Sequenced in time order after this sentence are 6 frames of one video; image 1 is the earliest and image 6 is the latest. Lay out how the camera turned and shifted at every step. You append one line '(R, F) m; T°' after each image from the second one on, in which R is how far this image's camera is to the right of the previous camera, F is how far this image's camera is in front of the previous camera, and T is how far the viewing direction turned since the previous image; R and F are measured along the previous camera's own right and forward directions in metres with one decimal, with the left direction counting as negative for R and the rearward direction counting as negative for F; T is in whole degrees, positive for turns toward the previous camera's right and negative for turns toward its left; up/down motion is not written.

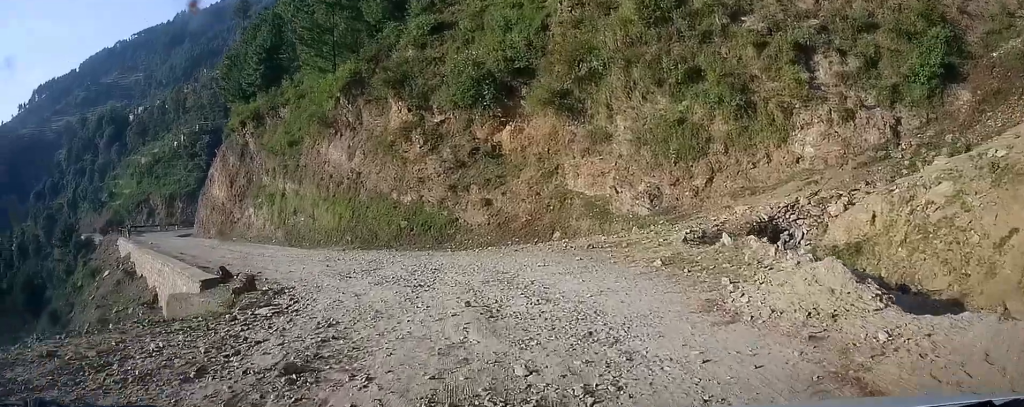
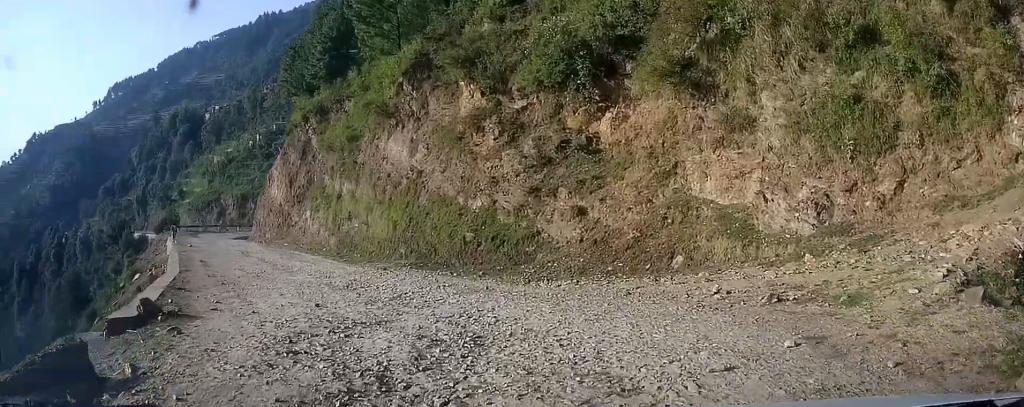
(-0.4, +6.9) m; -7°
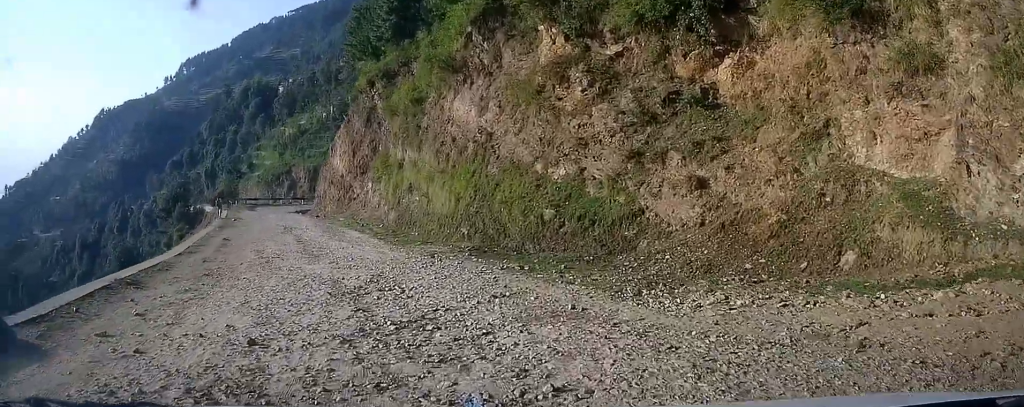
(-0.4, +5.9) m; -10°
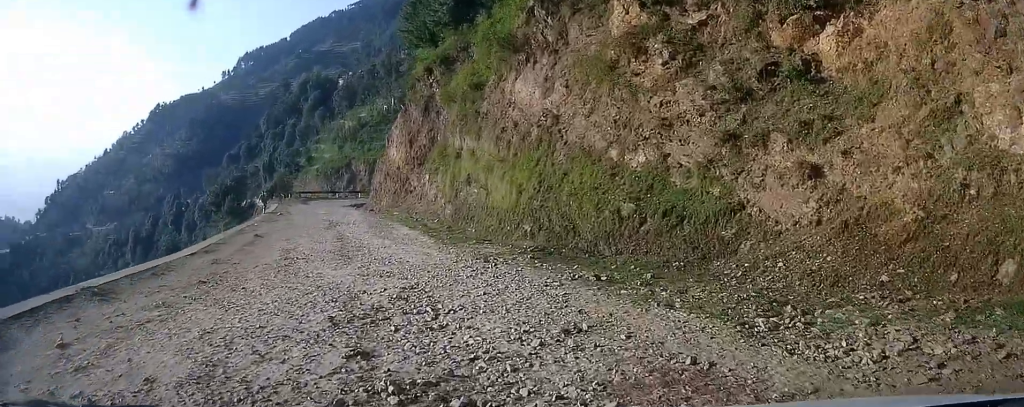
(-0.1, +2.9) m; -9°
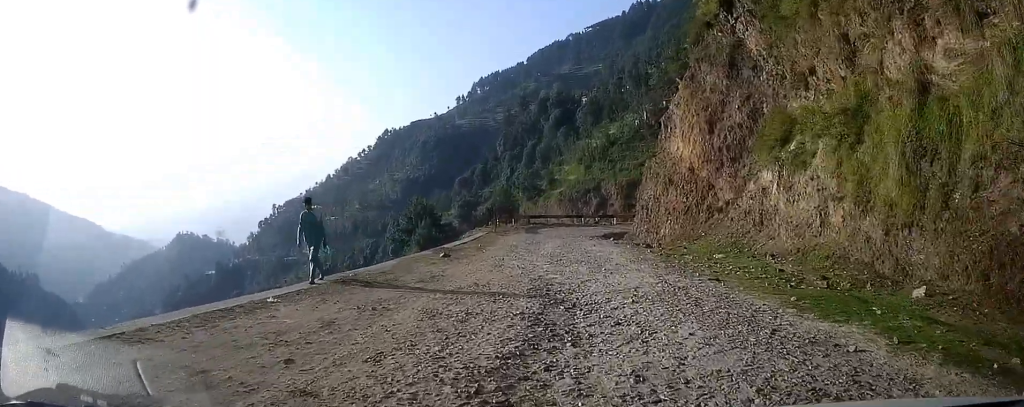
(-5.1, +22.1) m; -16°
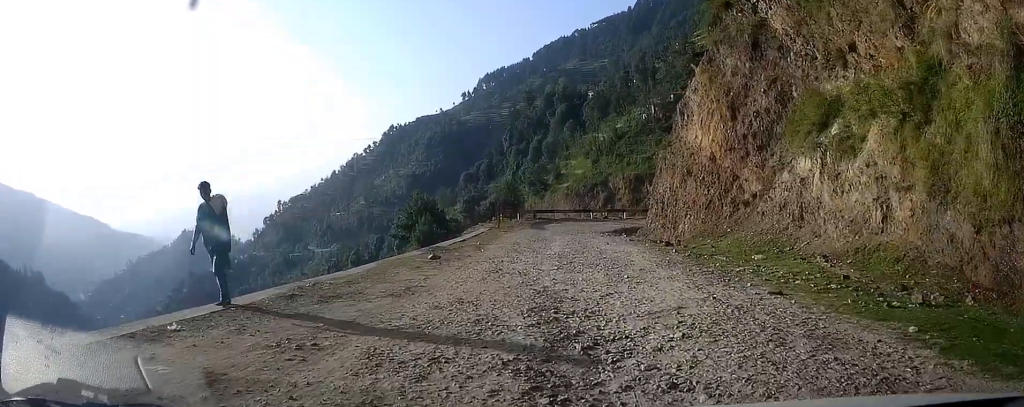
(-0.1, +3.1) m; -5°
